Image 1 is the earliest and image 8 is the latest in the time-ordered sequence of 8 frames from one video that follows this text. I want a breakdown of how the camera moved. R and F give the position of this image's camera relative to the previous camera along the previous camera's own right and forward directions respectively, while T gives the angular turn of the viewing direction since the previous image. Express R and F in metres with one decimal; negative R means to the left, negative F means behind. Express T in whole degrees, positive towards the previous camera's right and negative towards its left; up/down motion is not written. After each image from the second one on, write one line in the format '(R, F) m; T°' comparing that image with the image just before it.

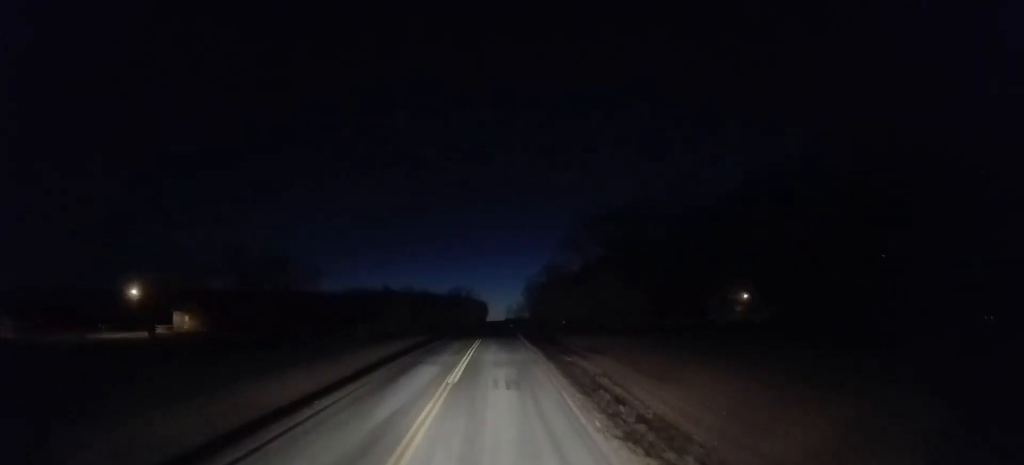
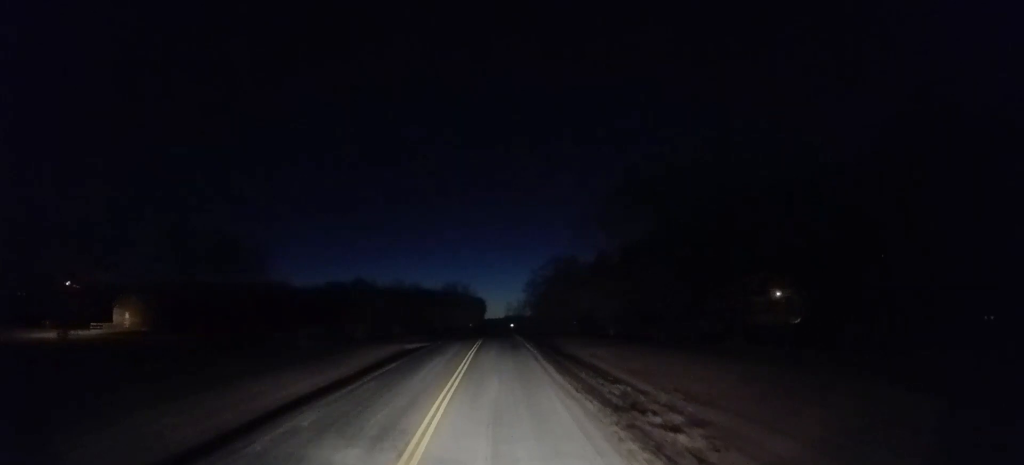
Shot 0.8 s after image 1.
(-0.4, +17.5) m; -1°
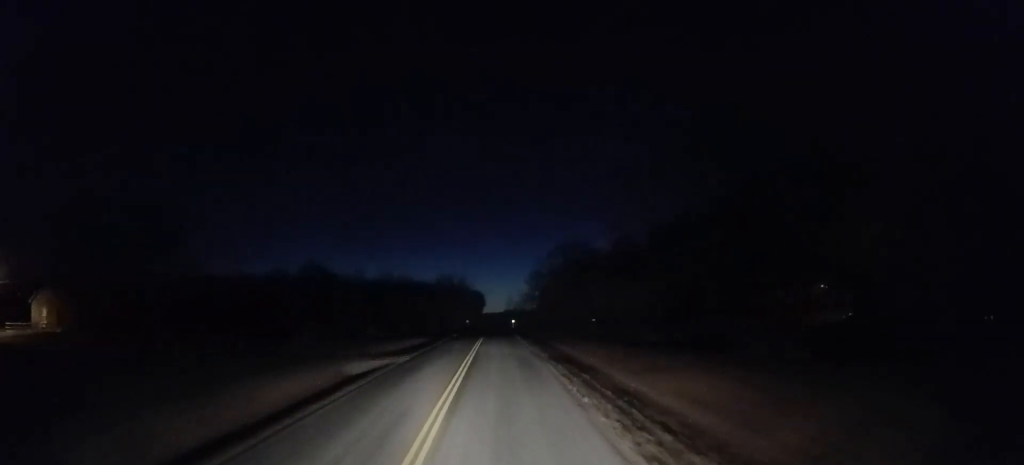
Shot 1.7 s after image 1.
(-0.1, +18.3) m; 0°
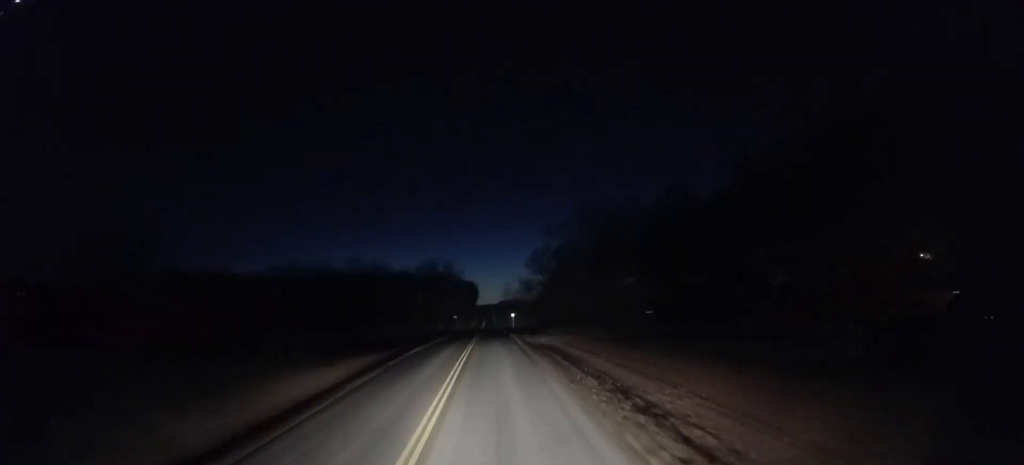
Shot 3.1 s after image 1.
(0.0, +30.5) m; 0°
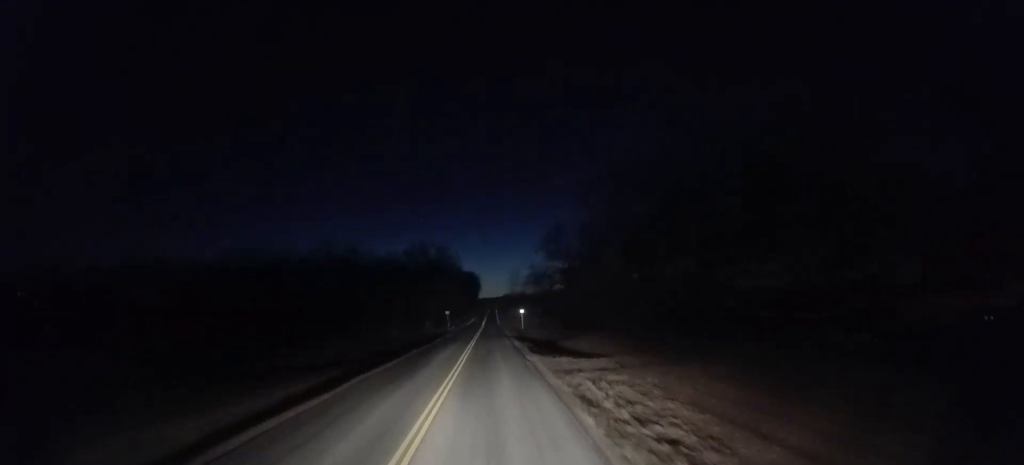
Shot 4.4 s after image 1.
(+0.4, +27.2) m; +1°
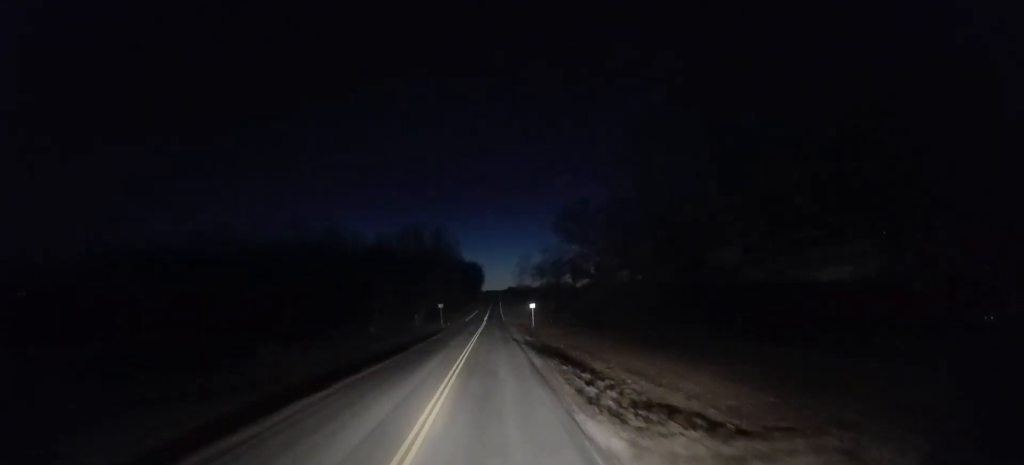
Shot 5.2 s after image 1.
(+0.1, +17.1) m; -1°
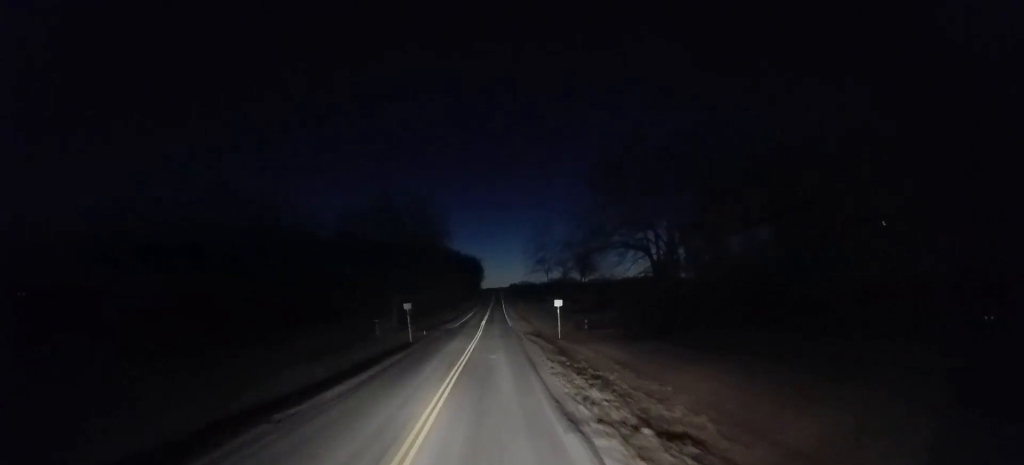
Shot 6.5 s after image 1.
(-0.7, +28.7) m; 0°
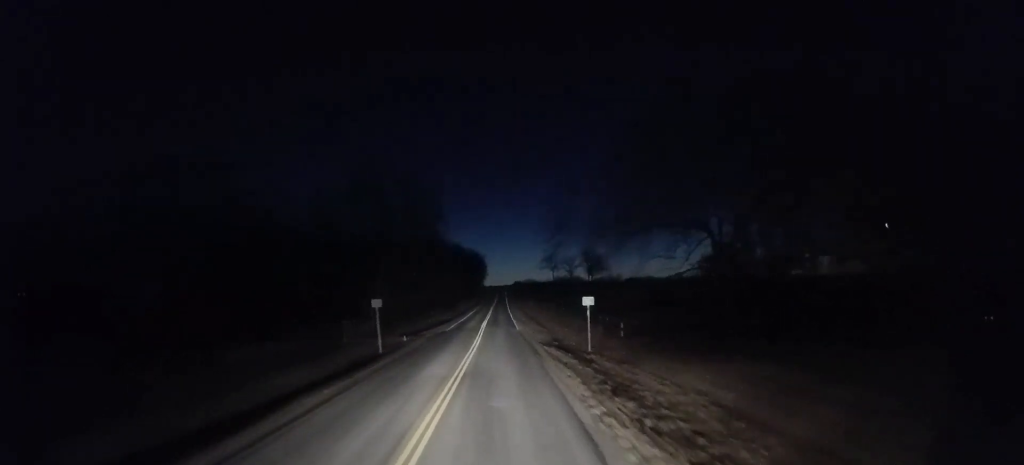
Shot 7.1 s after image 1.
(+0.2, +13.1) m; +1°
